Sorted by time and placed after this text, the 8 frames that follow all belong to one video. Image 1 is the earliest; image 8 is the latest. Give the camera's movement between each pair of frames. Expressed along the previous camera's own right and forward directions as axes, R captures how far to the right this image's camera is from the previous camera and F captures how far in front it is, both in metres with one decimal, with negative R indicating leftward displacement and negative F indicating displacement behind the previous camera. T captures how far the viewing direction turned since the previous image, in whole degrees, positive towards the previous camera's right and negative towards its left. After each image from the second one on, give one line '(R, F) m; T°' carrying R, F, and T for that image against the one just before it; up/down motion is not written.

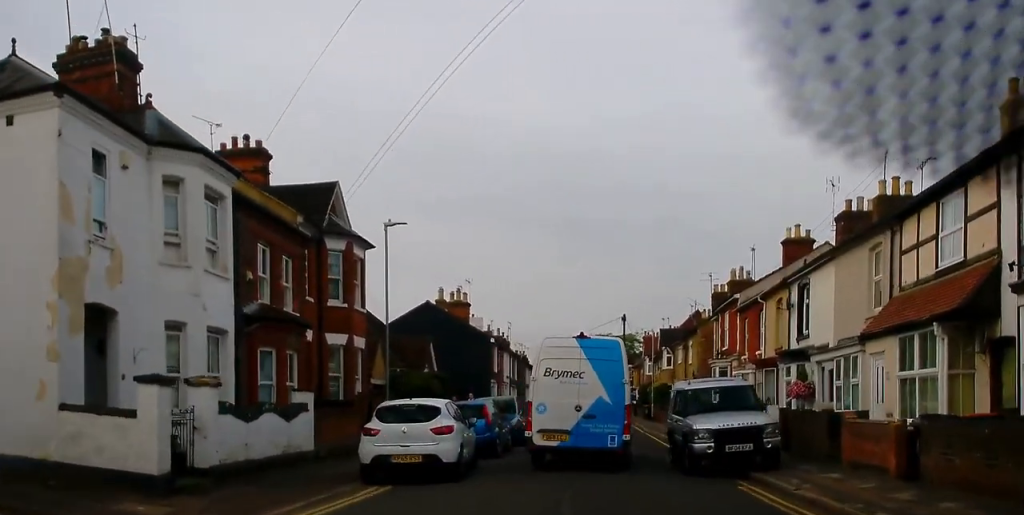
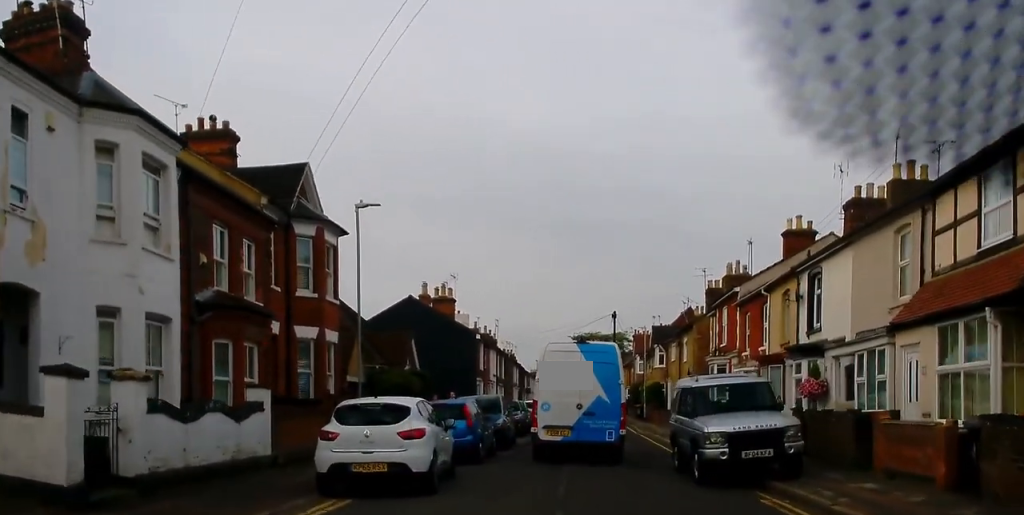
(+0.2, +2.1) m; +2°
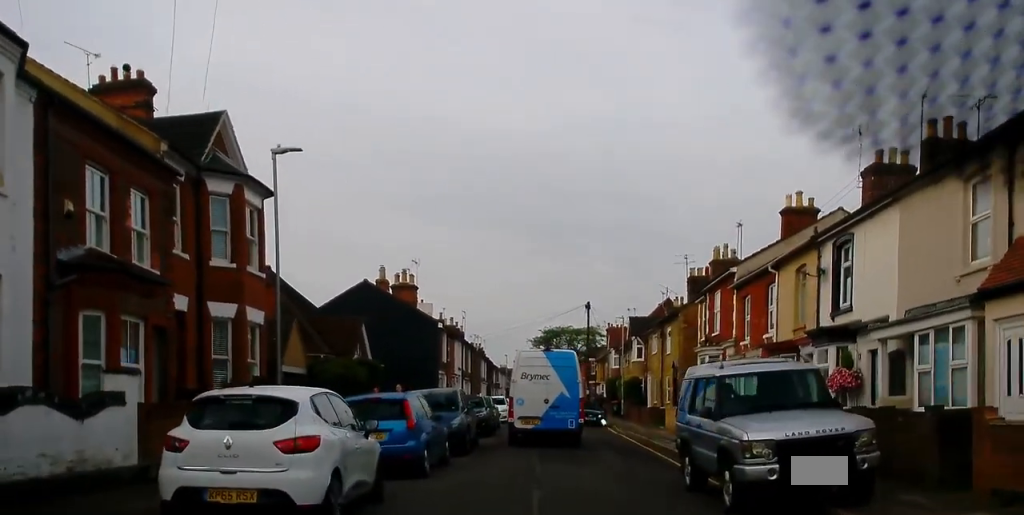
(+0.2, +4.2) m; +2°
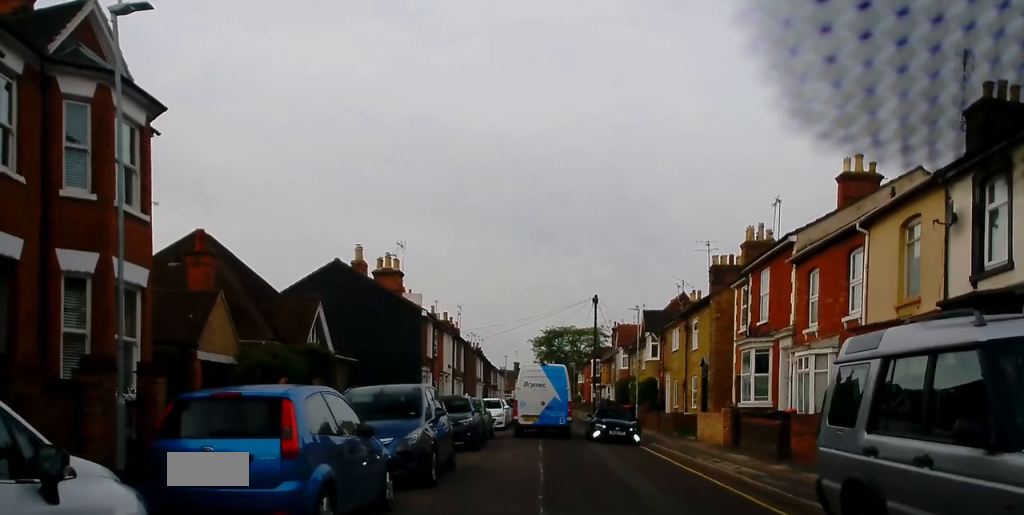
(-0.1, +6.4) m; +1°
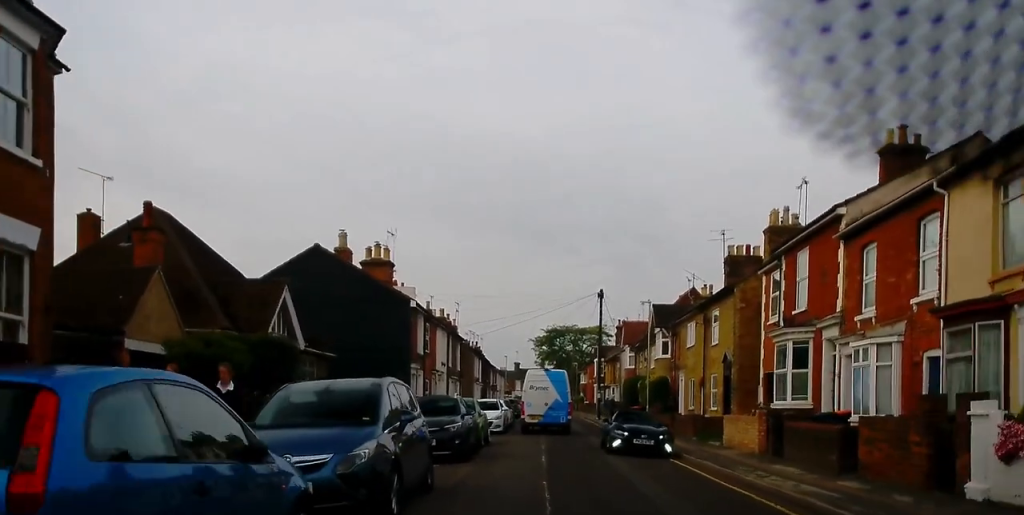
(+0.1, +3.5) m; +1°
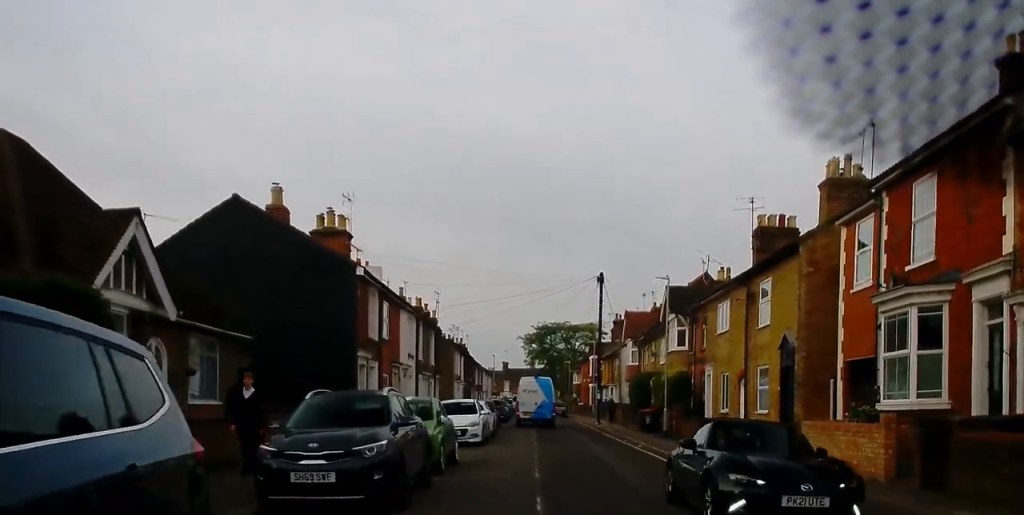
(0.0, +7.9) m; 0°
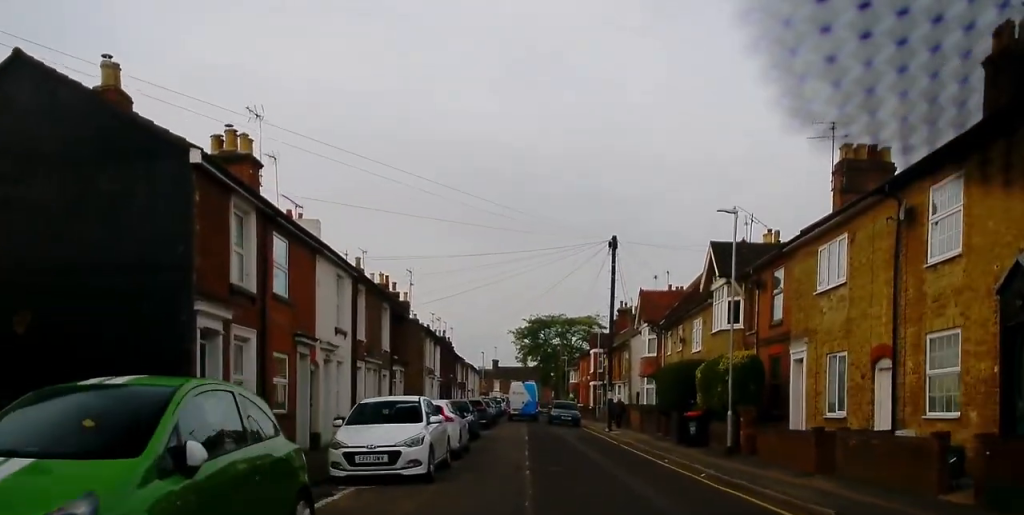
(-0.1, +11.1) m; -1°
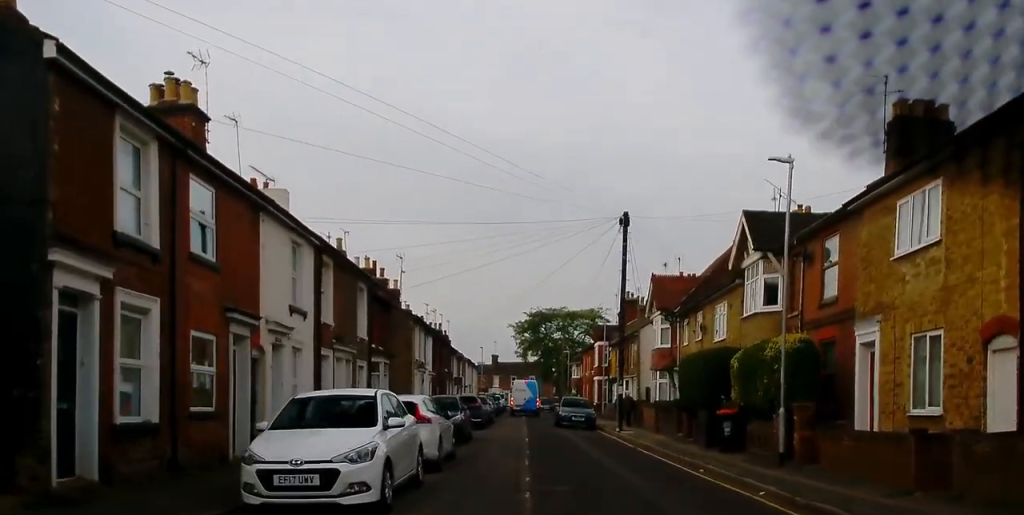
(0.0, +4.1) m; 0°
